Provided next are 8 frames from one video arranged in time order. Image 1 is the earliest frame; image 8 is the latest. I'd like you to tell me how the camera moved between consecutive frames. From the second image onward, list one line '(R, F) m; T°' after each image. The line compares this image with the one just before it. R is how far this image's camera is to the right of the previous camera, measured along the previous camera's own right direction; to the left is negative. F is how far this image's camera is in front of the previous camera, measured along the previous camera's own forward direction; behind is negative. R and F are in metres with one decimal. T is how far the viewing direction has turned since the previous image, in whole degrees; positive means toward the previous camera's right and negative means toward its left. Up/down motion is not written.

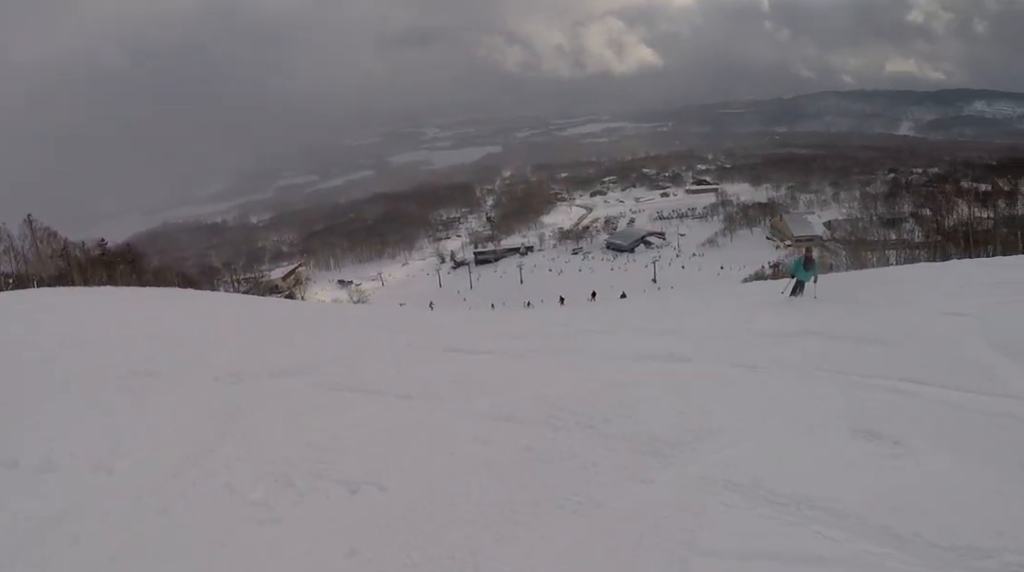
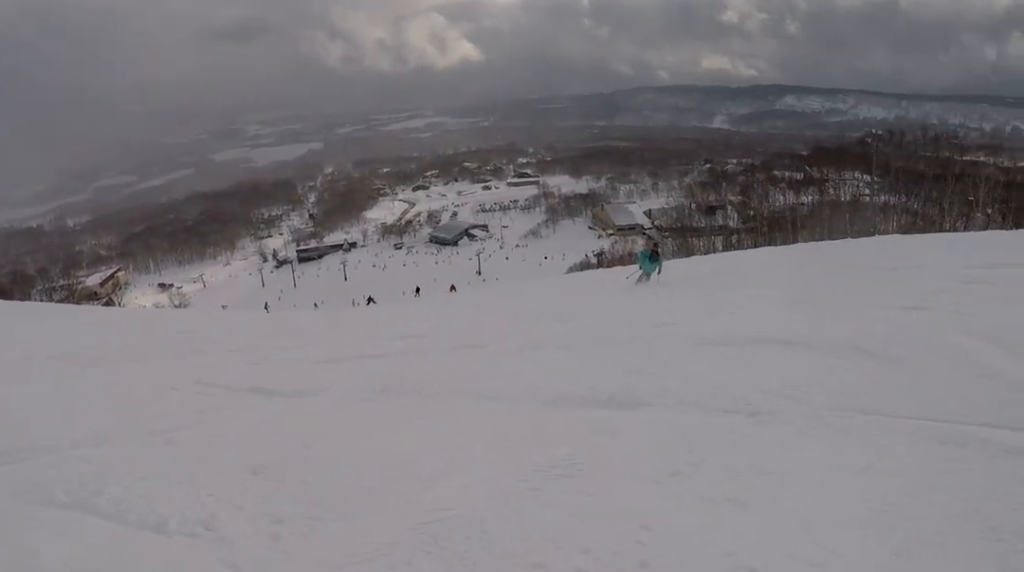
(+0.2, +3.7) m; +12°
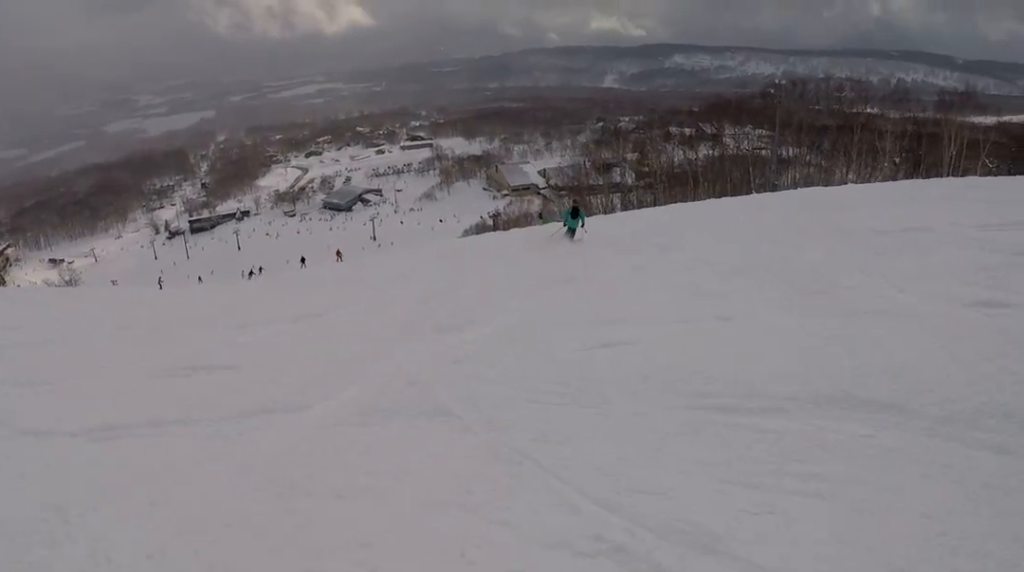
(+0.1, +4.4) m; +20°
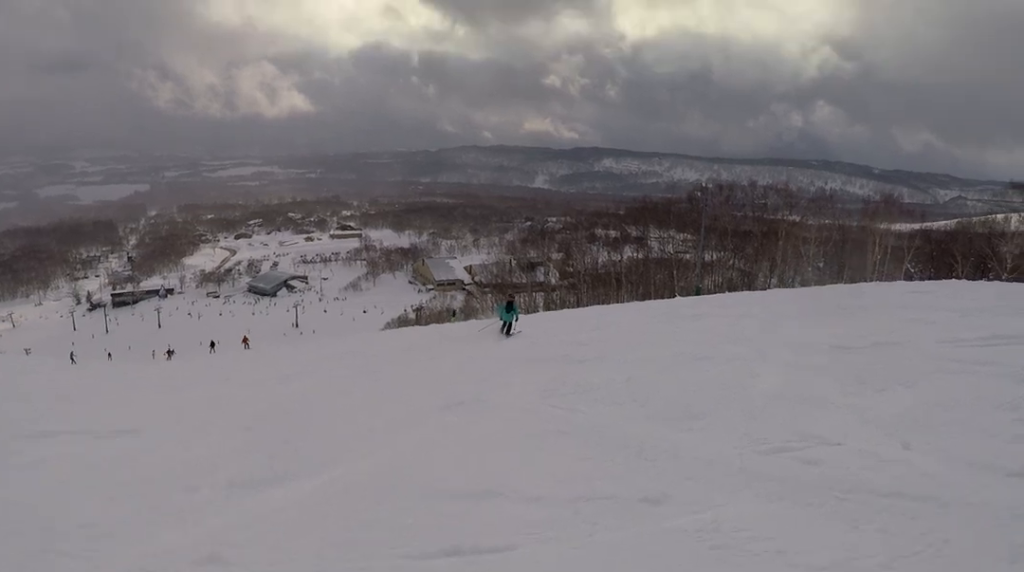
(+0.8, +2.4) m; +15°
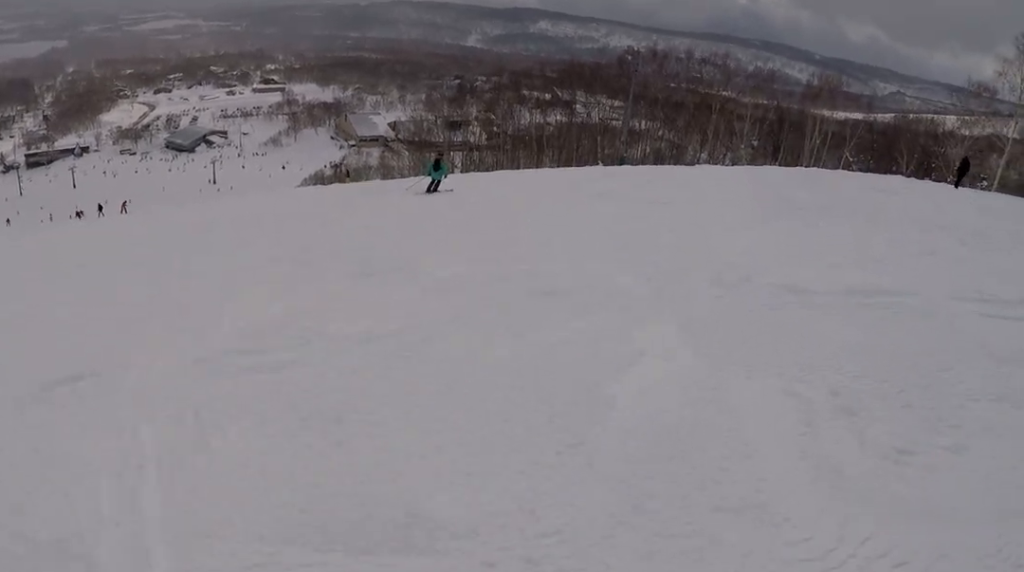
(+0.8, +4.2) m; +25°
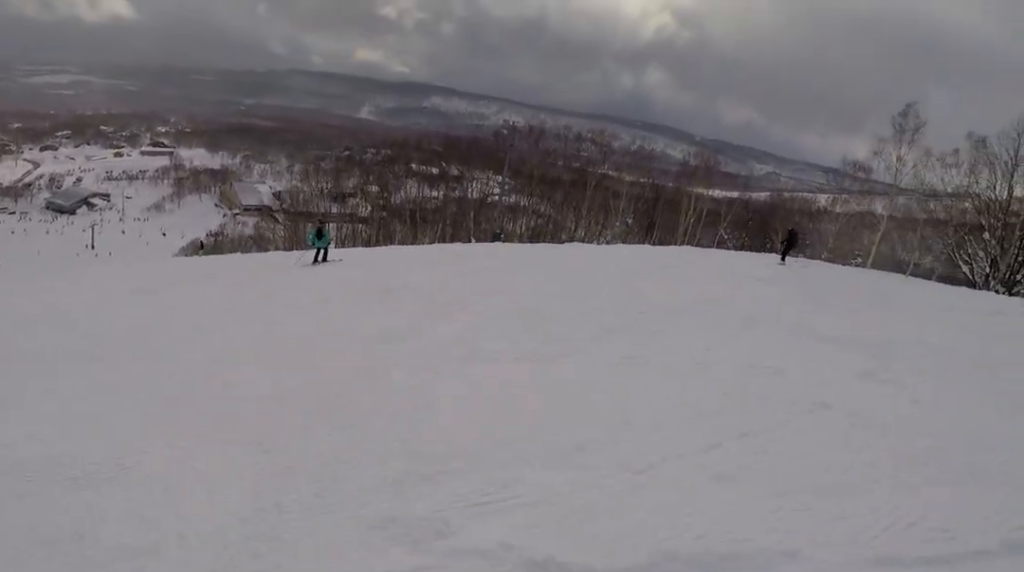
(+0.8, +3.8) m; +17°
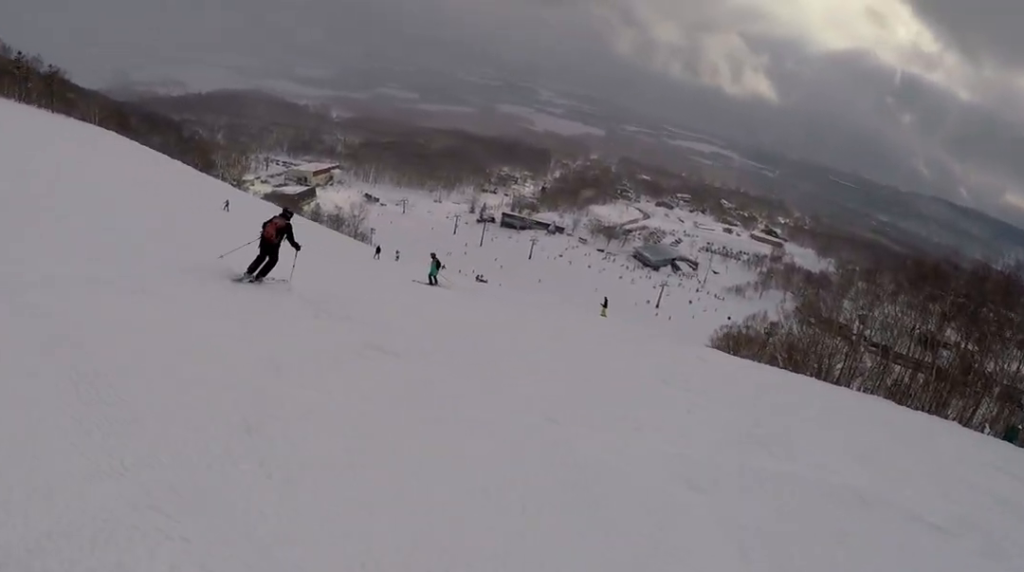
(-0.6, +21.6) m; -39°
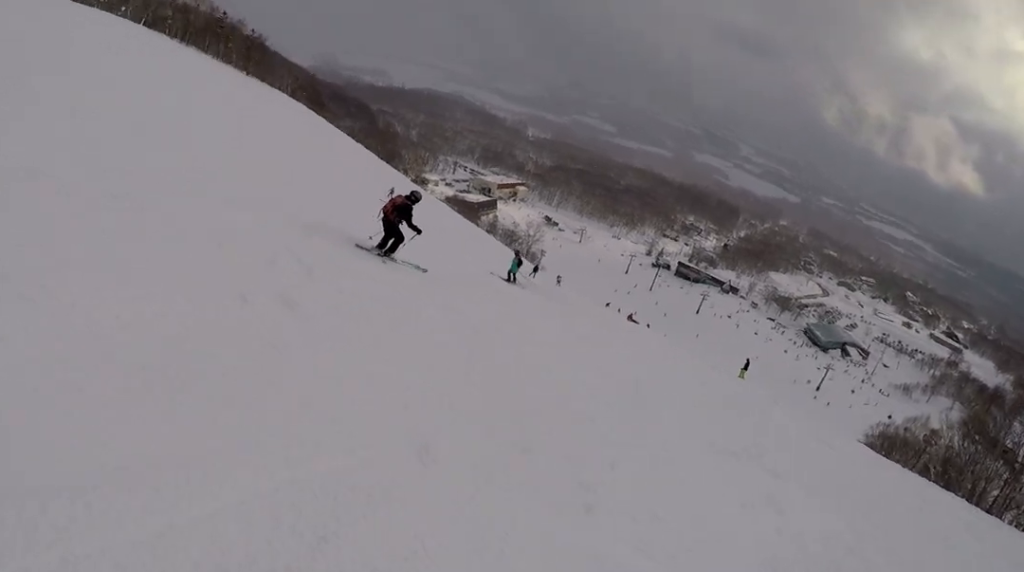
(-0.1, +3.3) m; -20°
